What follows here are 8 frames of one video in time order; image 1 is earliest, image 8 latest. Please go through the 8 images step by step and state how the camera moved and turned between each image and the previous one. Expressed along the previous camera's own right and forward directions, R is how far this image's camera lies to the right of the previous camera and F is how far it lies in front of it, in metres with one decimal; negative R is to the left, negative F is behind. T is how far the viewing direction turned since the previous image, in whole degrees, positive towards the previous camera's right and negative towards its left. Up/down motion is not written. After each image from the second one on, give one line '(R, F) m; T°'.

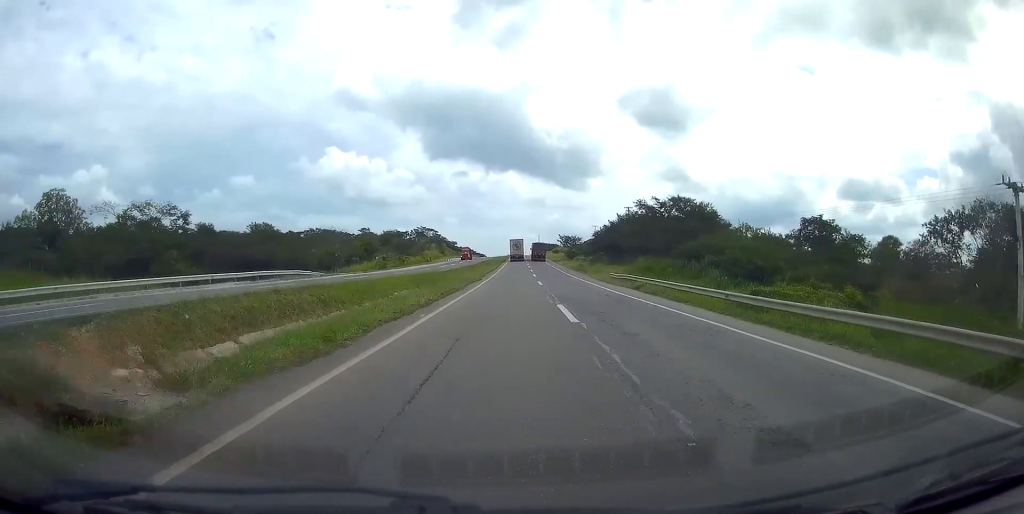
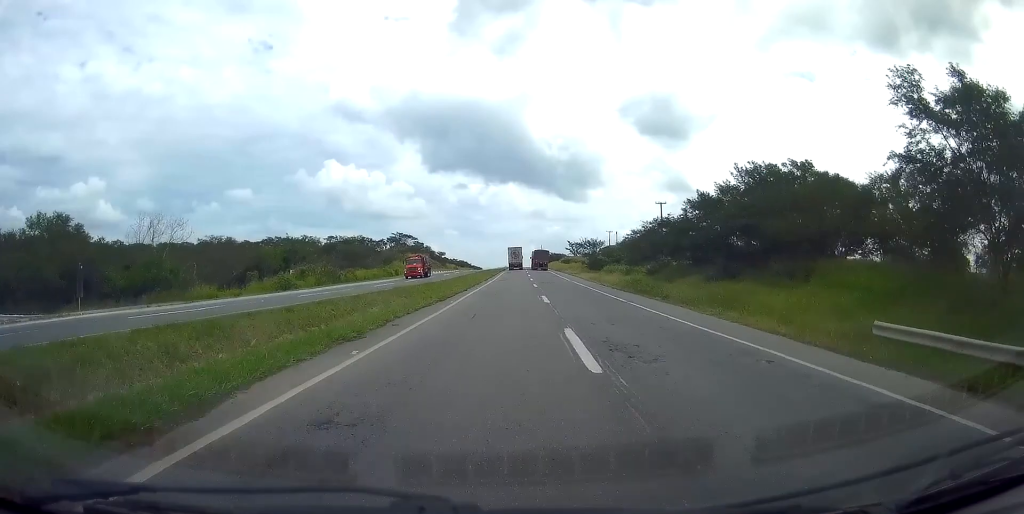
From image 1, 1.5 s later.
(+0.4, +43.5) m; +1°
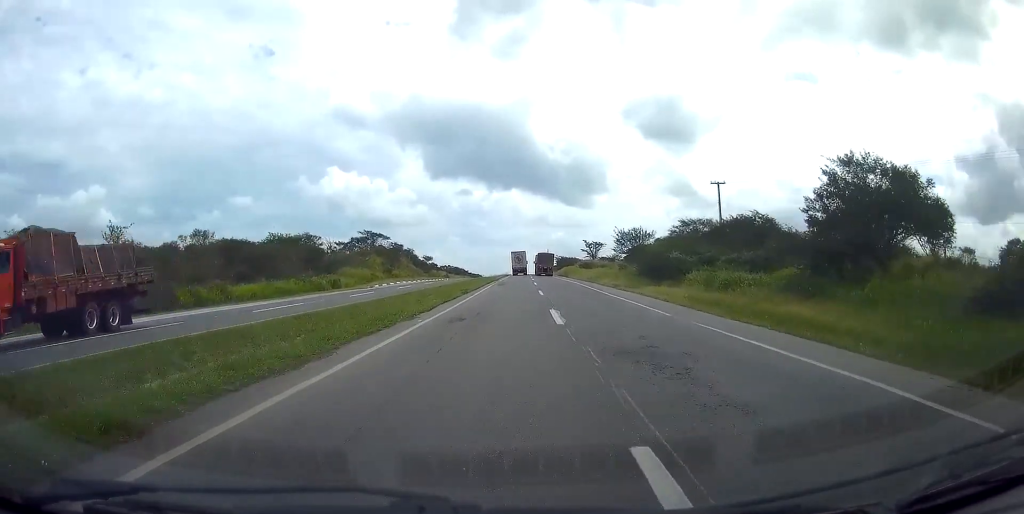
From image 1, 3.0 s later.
(-0.2, +40.7) m; -1°
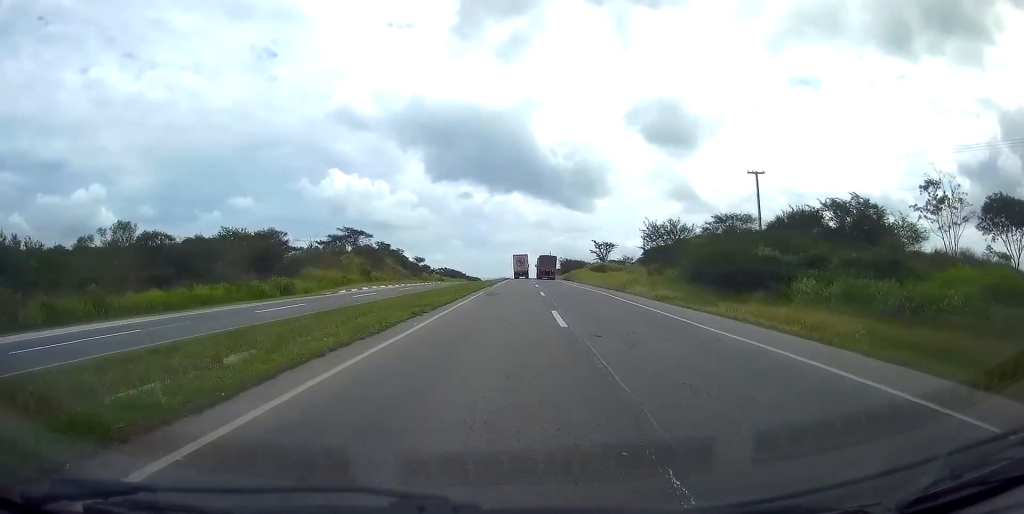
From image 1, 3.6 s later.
(-0.2, +16.9) m; 0°
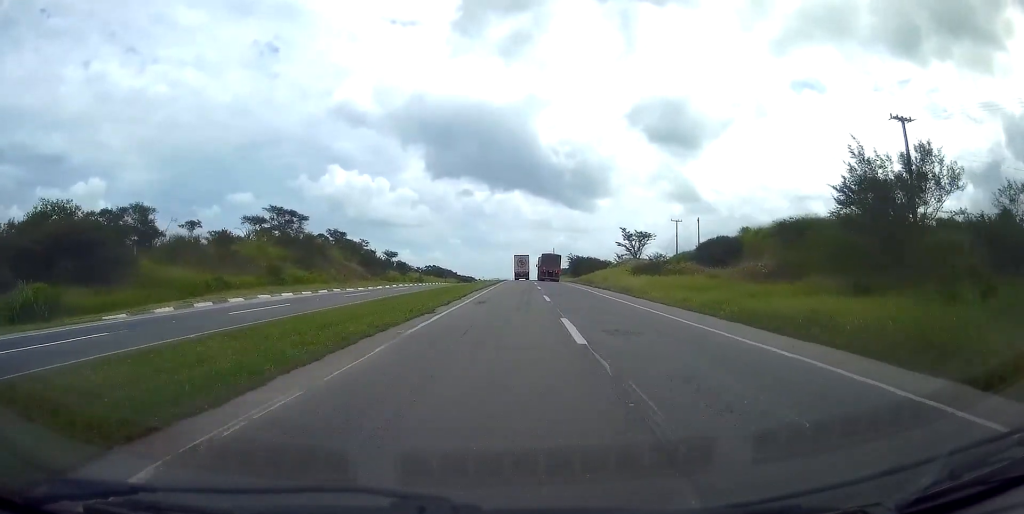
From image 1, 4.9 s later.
(+0.1, +37.4) m; 0°
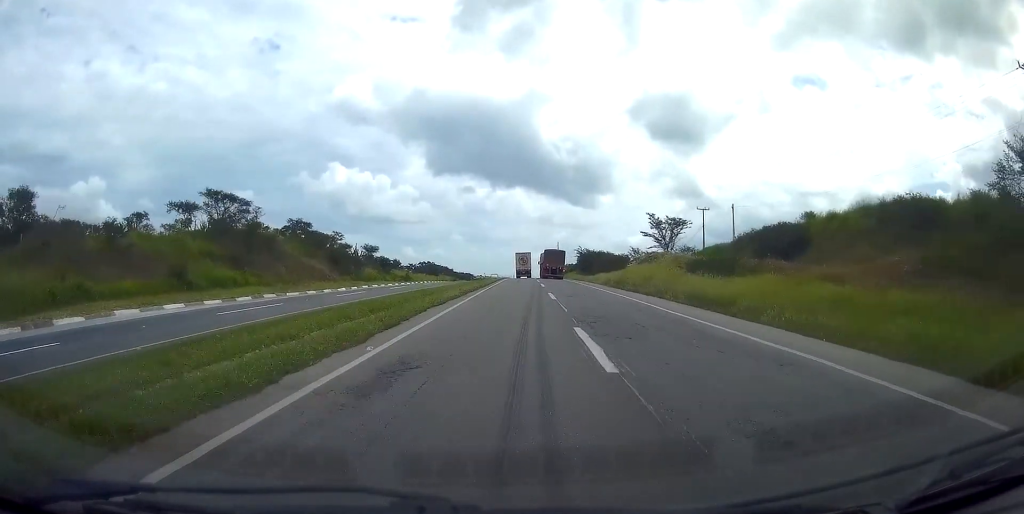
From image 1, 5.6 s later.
(-0.1, +19.4) m; 0°
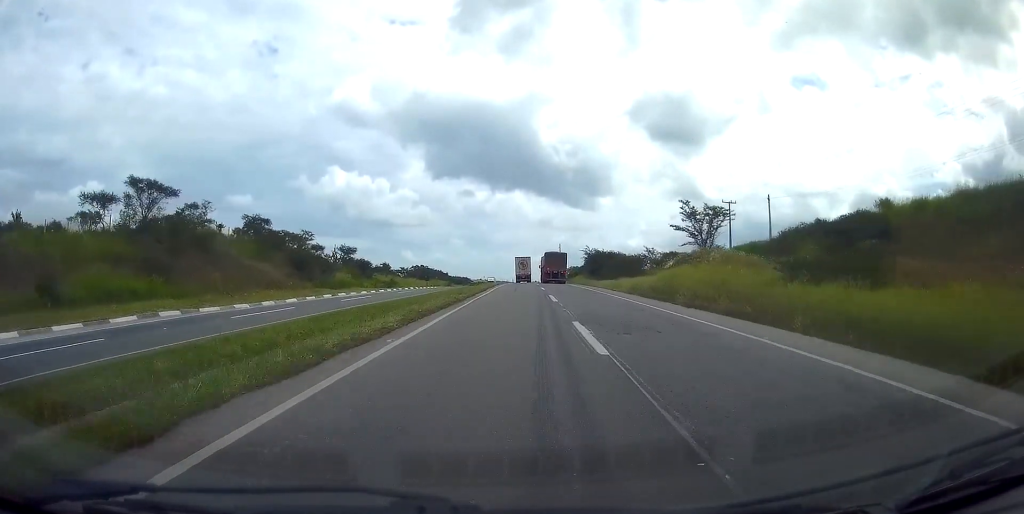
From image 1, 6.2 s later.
(-0.1, +15.6) m; 0°
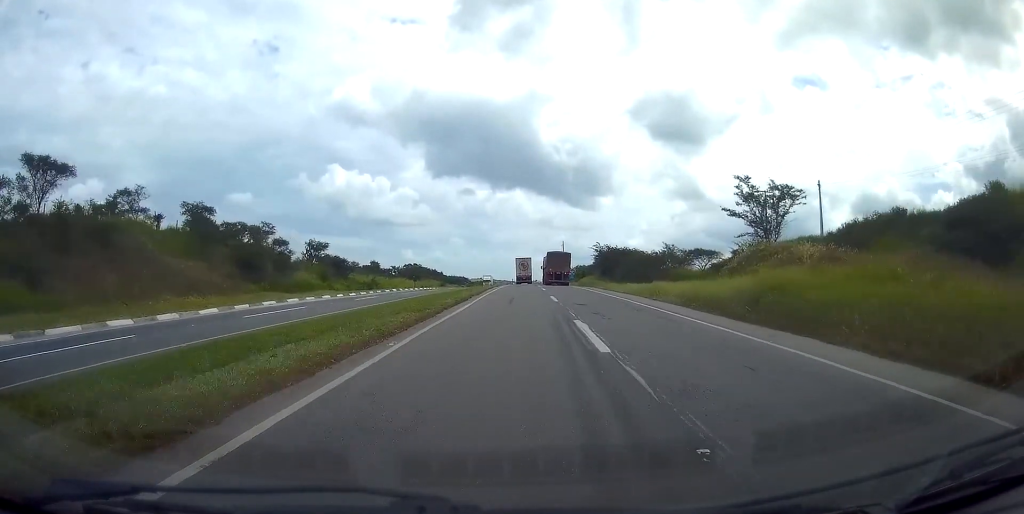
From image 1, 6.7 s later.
(+0.3, +15.4) m; 0°
